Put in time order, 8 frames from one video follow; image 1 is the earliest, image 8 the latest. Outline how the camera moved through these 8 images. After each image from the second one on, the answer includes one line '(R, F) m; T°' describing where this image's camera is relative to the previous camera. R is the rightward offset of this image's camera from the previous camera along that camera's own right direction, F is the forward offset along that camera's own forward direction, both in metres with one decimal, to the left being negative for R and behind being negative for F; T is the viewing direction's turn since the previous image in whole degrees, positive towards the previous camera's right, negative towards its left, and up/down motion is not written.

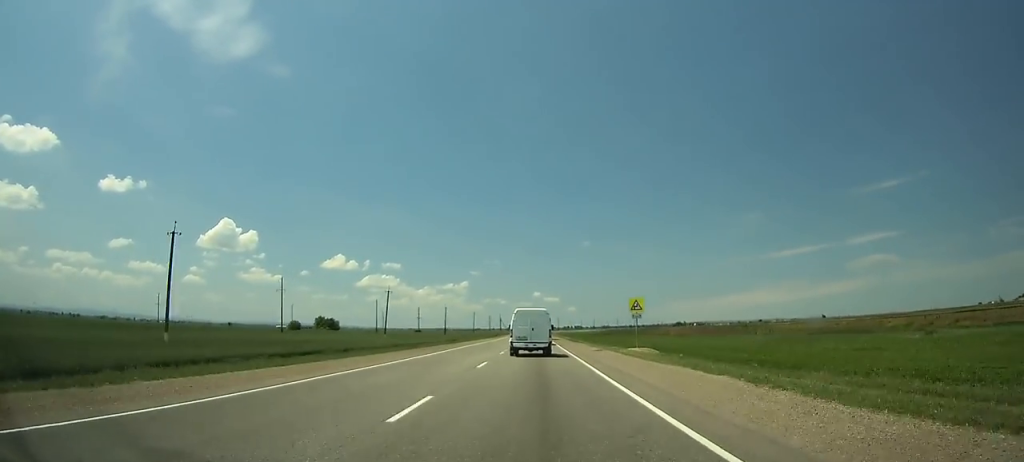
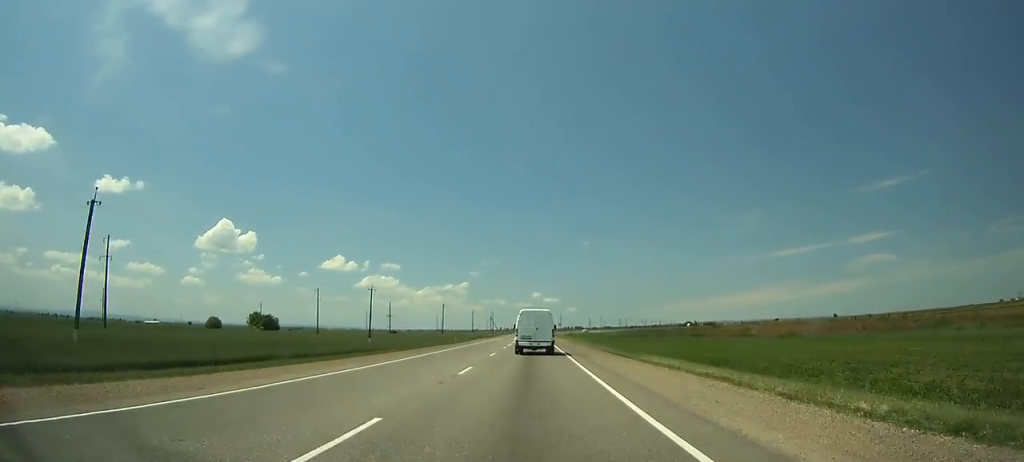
(0.0, +74.5) m; 0°
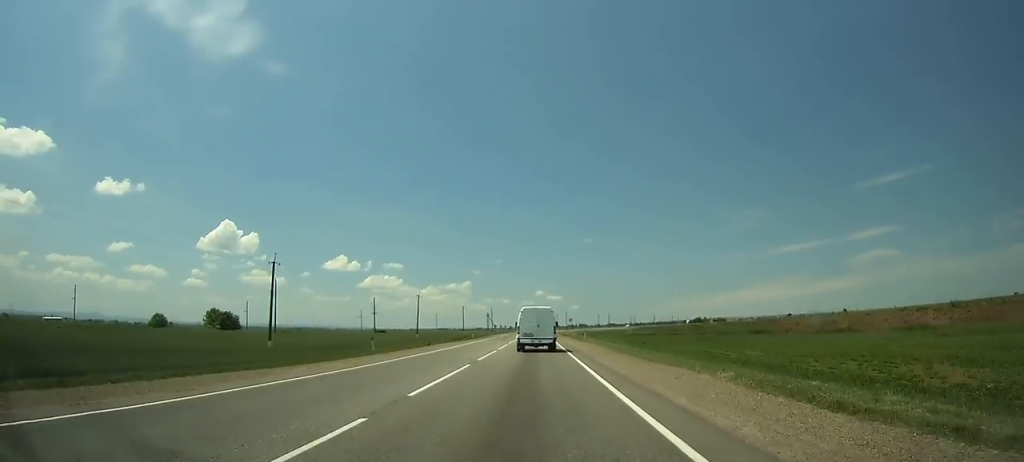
(-0.1, +35.5) m; 0°
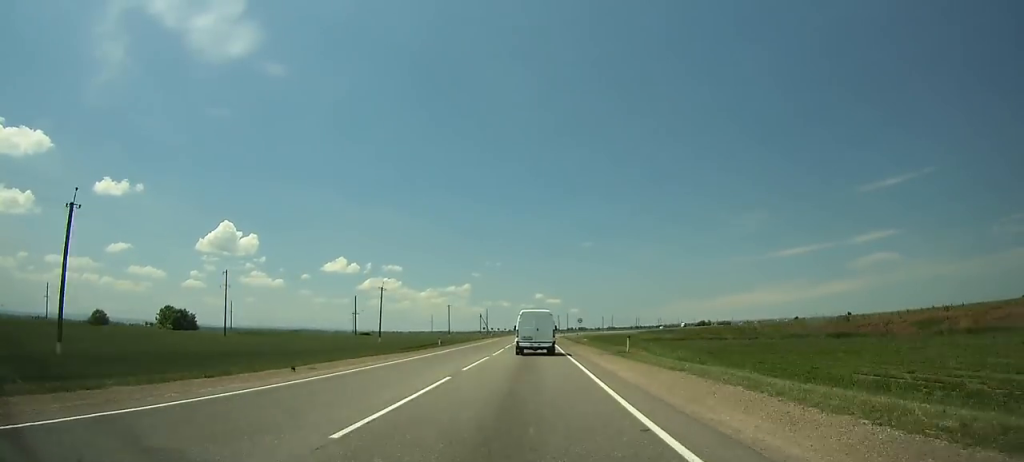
(-0.1, +27.7) m; 0°
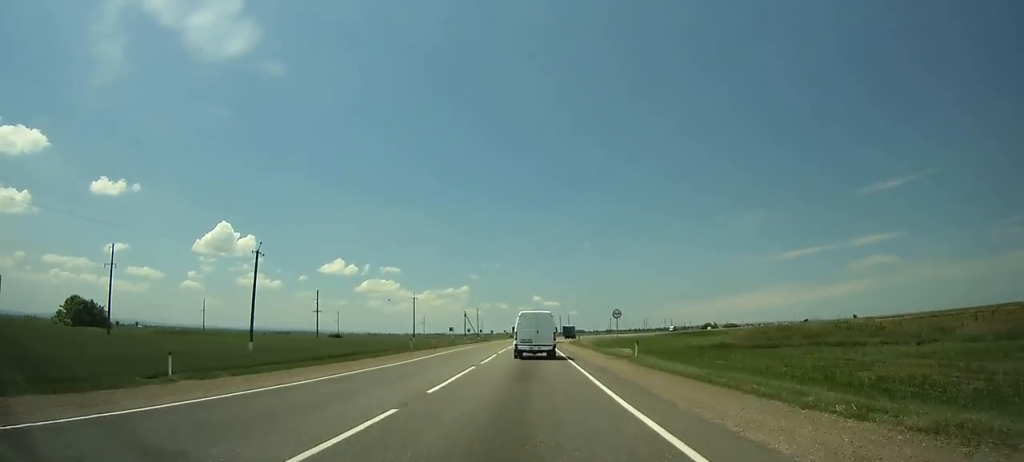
(0.0, +41.1) m; 0°
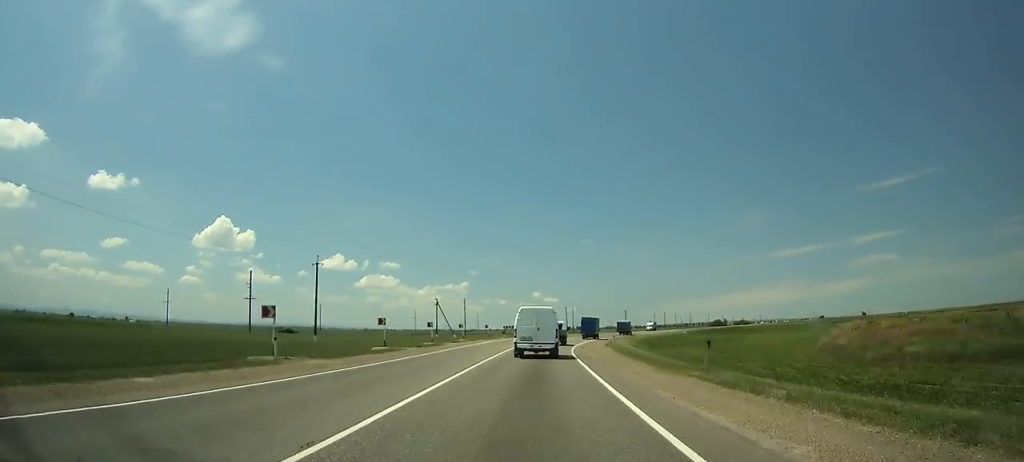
(+0.2, +50.3) m; +2°
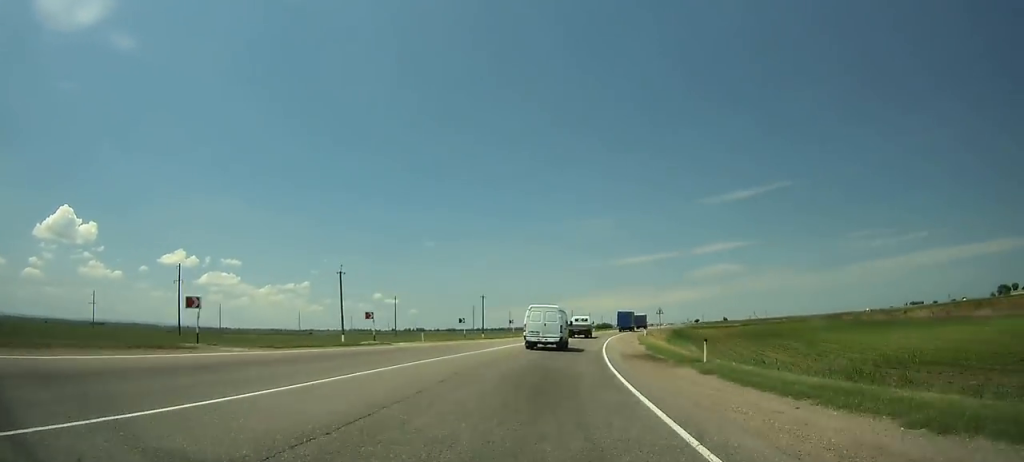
(+10.9, +116.3) m; +14°
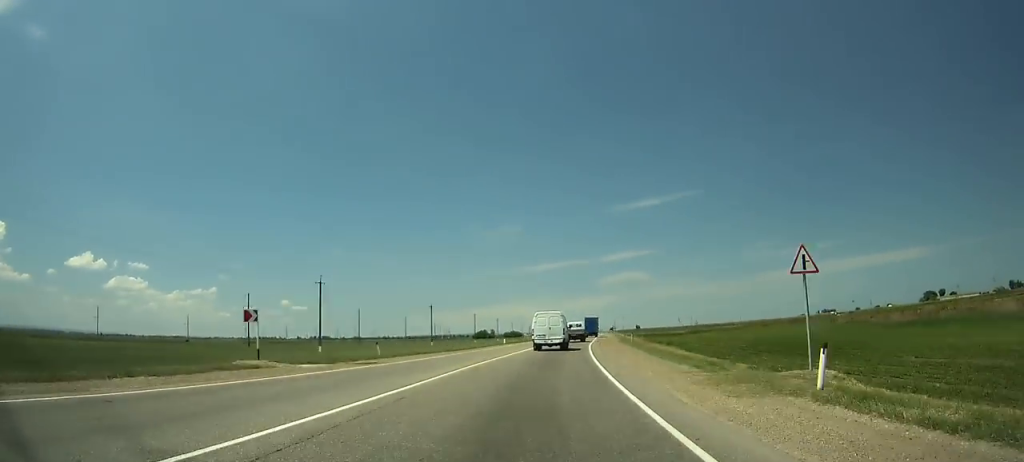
(+3.7, +50.3) m; +8°
